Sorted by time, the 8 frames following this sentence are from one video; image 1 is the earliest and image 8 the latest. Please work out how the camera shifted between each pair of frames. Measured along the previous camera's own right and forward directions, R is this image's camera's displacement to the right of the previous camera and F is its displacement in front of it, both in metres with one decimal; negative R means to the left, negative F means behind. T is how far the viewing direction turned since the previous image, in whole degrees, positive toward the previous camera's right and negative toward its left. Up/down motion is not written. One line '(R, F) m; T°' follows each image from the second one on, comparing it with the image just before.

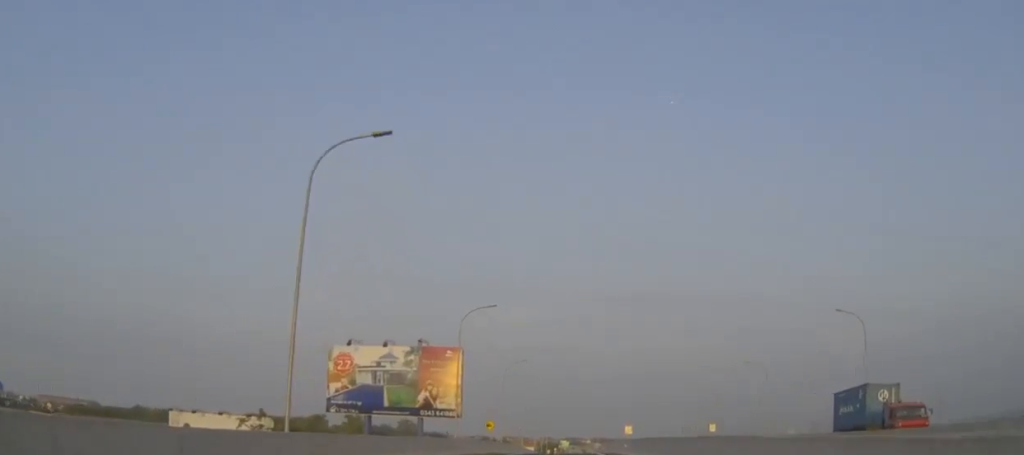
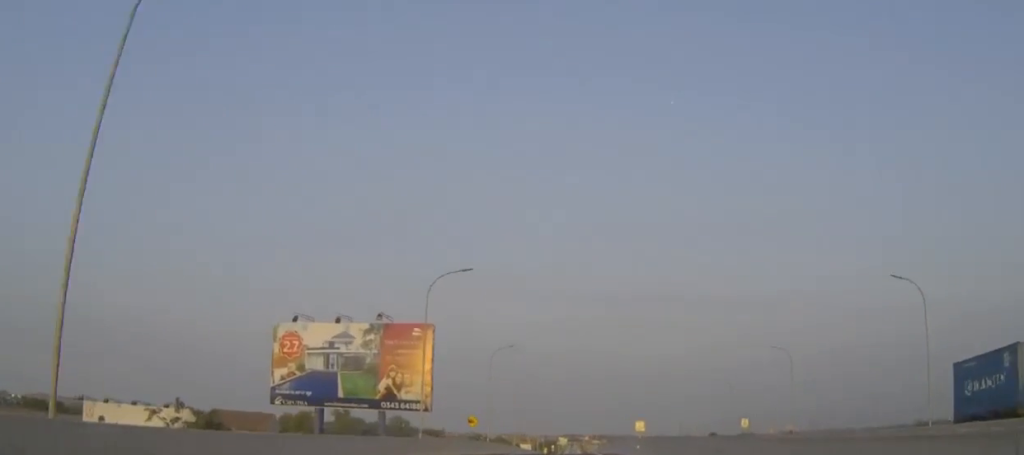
(0.0, +13.1) m; 0°
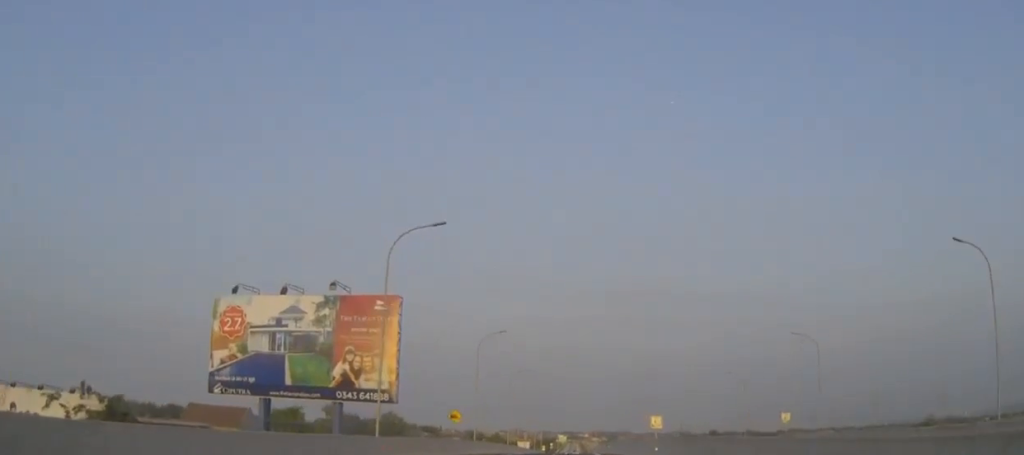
(0.0, +9.9) m; 0°
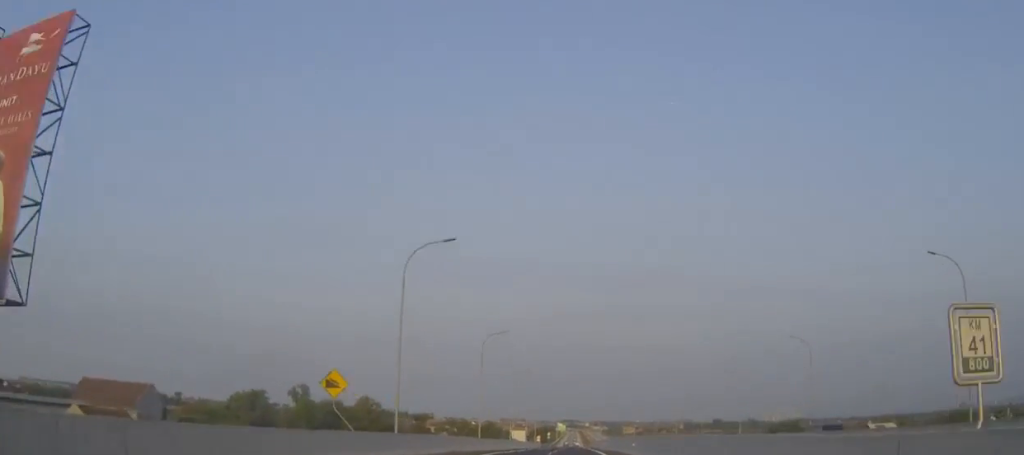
(0.0, +31.4) m; 0°
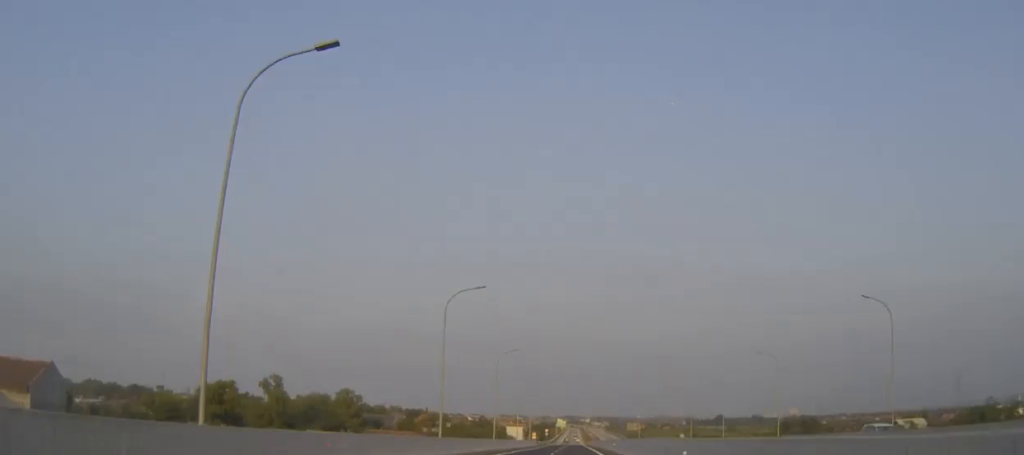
(0.0, +22.0) m; 0°
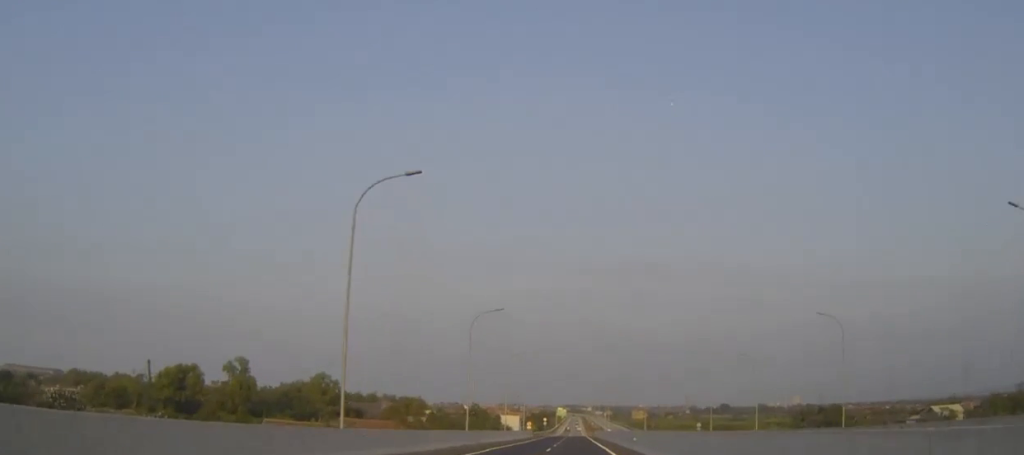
(0.0, +23.1) m; 0°
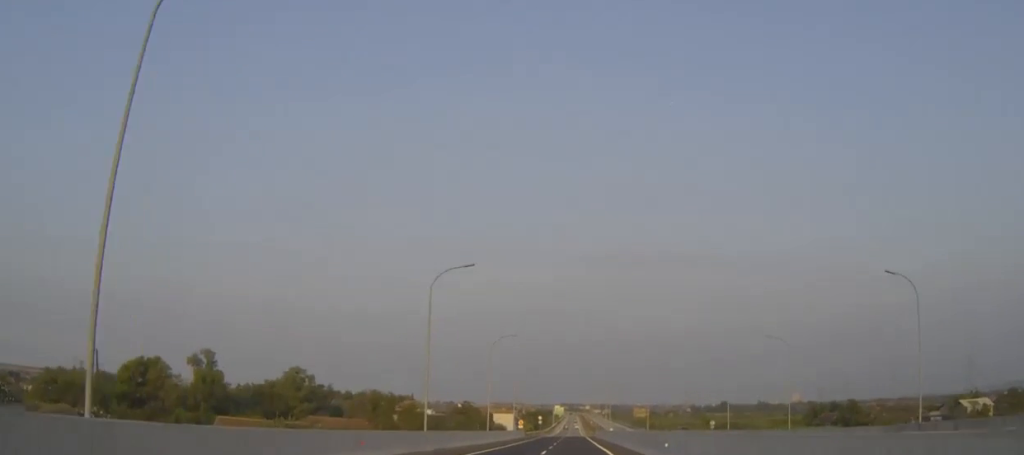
(0.0, +17.4) m; 0°
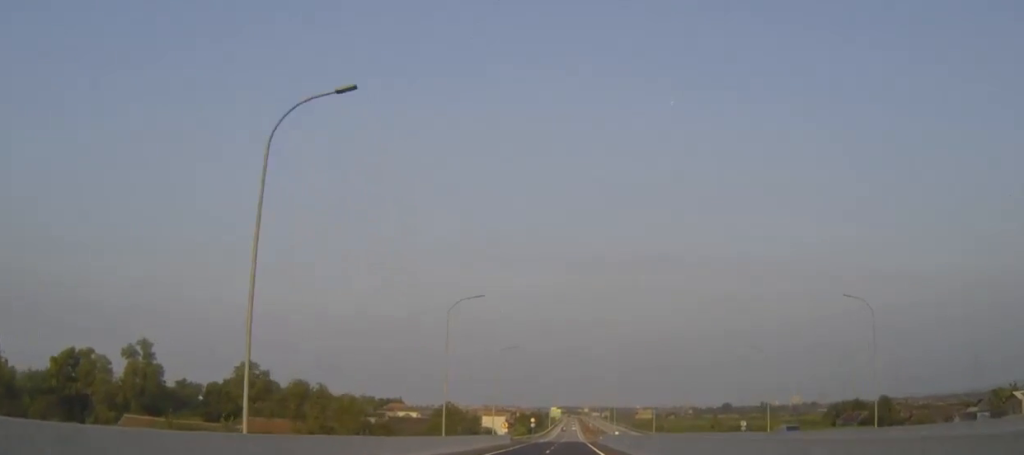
(0.0, +27.1) m; 0°
